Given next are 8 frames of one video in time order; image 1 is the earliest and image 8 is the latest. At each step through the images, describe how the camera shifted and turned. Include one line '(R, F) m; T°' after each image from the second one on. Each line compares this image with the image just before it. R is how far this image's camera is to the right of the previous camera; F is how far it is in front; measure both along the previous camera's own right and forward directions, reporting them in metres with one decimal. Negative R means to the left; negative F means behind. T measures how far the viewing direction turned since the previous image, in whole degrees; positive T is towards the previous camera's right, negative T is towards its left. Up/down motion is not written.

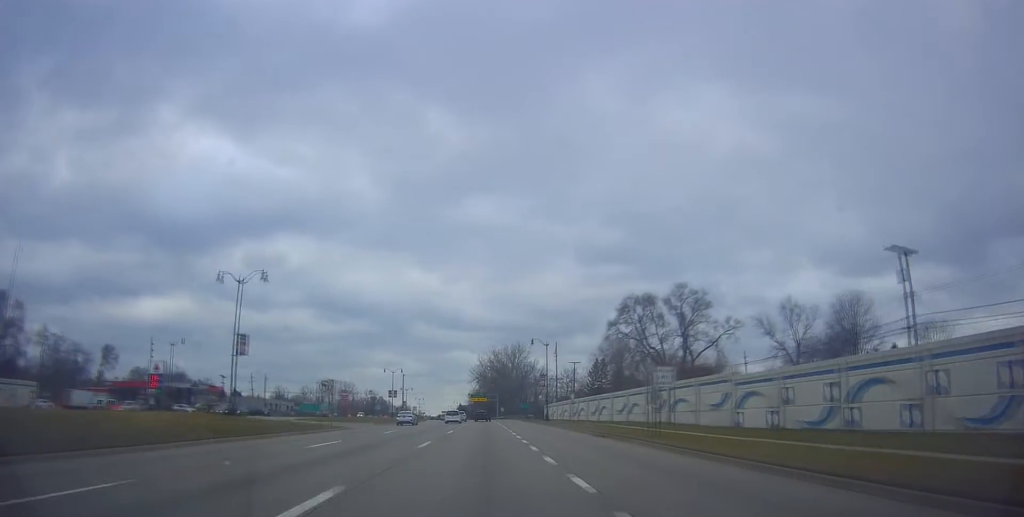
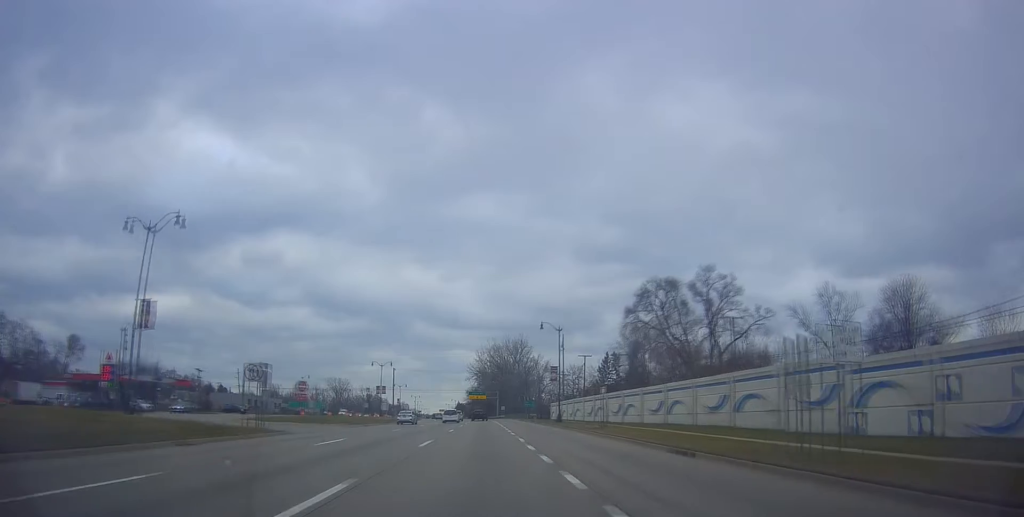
(+0.5, +13.7) m; 0°
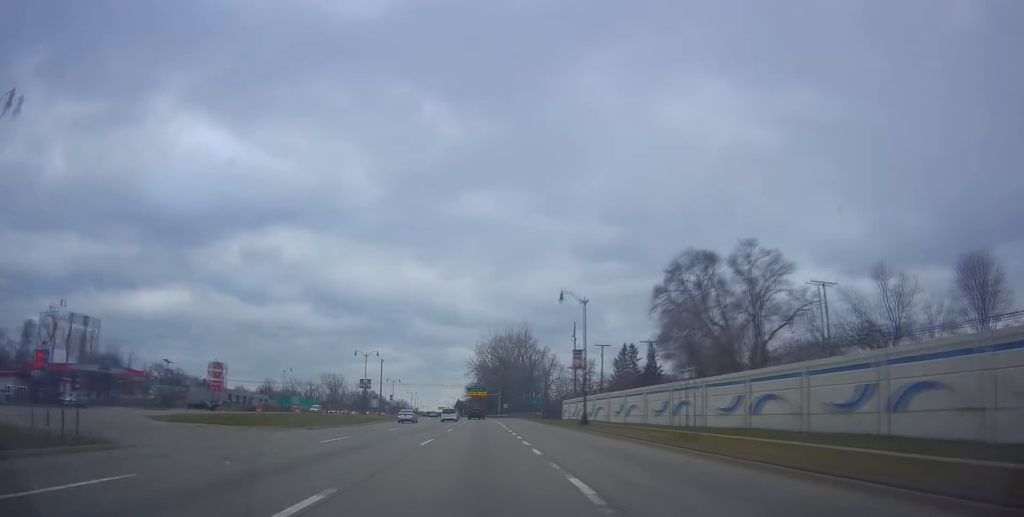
(0.0, +15.9) m; 0°
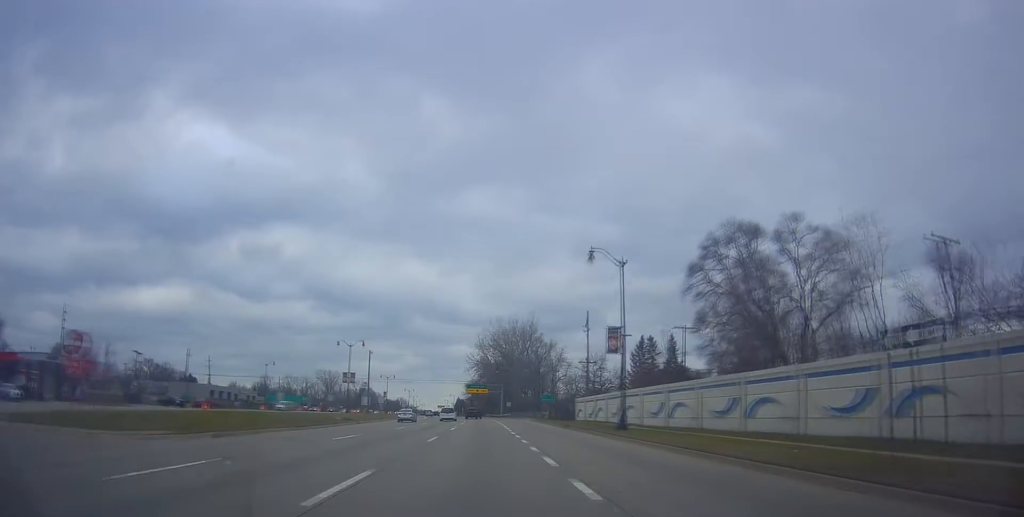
(-0.4, +13.1) m; -1°
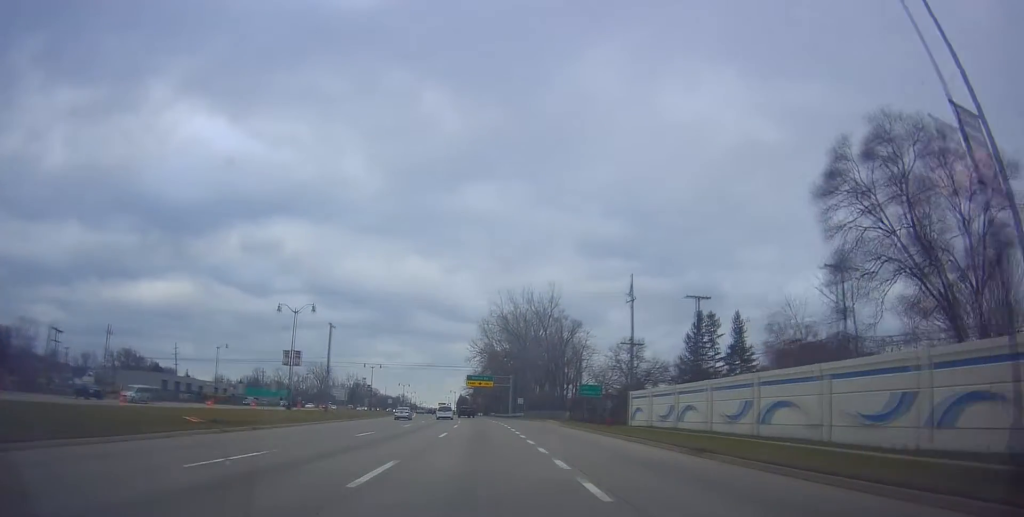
(+0.3, +28.1) m; 0°
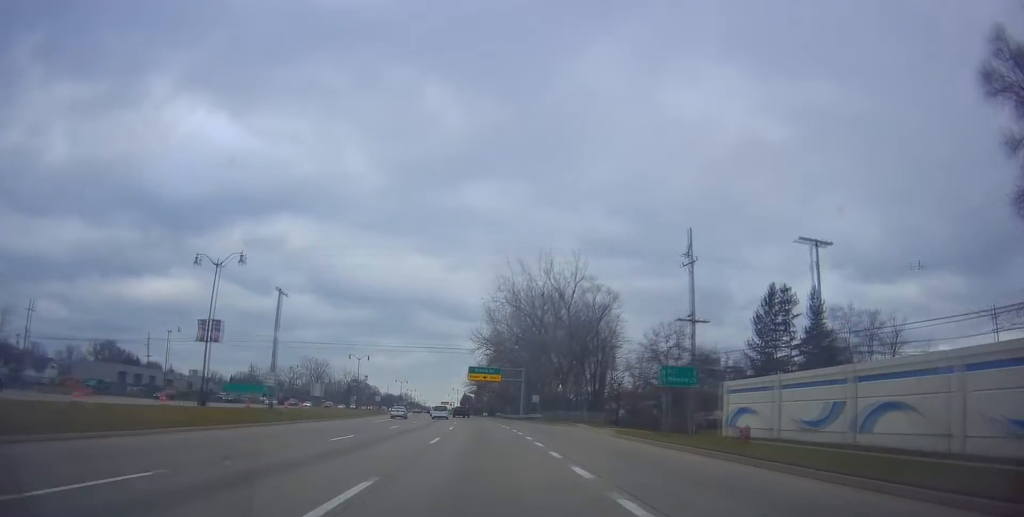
(-0.1, +20.4) m; +1°
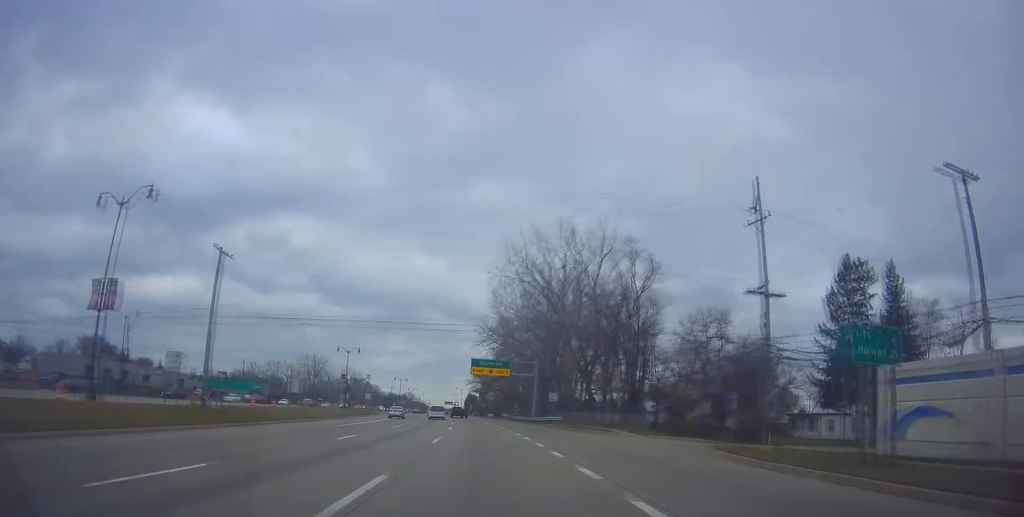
(+0.5, +13.9) m; 0°
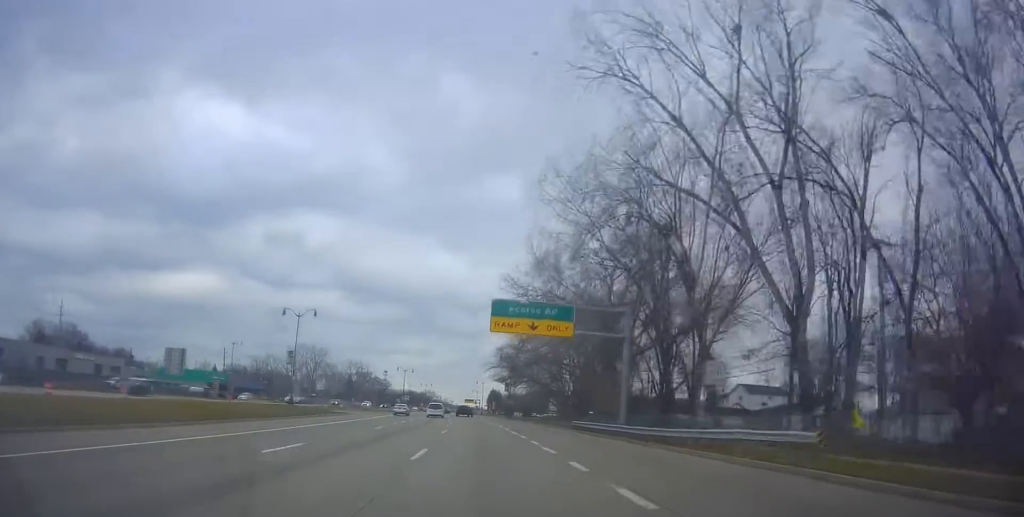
(-2.2, +38.9) m; -4°
